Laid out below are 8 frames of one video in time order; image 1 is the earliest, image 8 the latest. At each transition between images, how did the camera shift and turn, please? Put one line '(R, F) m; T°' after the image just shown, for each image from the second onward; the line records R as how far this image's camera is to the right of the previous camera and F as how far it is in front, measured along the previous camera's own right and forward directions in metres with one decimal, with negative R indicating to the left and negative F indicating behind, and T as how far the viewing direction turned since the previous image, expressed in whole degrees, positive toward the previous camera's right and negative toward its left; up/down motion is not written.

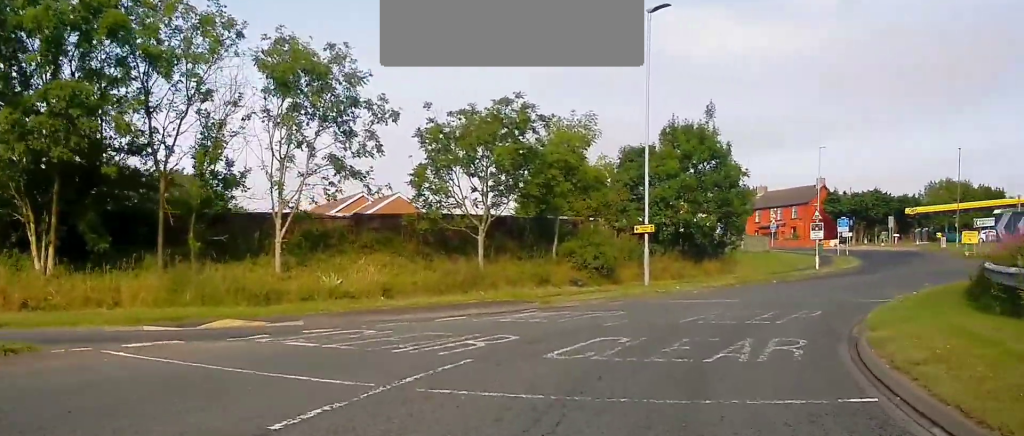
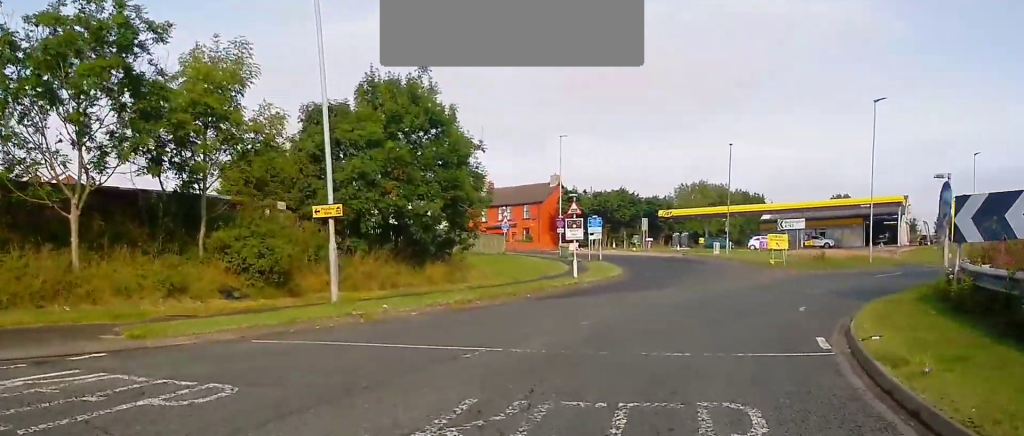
(+2.2, +10.4) m; +19°
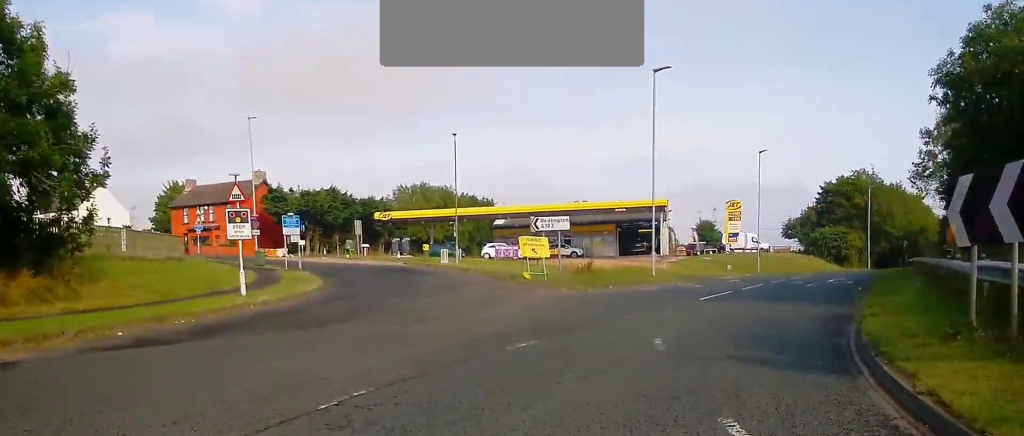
(+1.7, +11.0) m; +19°
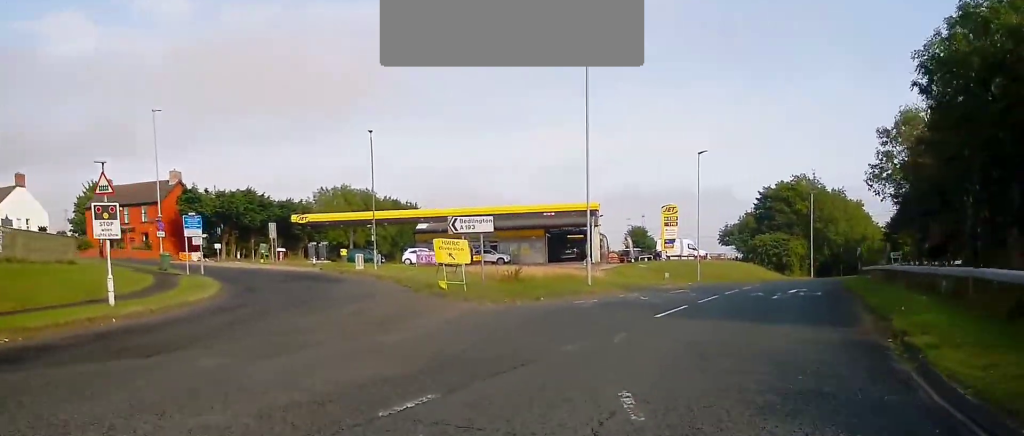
(+0.2, +4.1) m; +6°
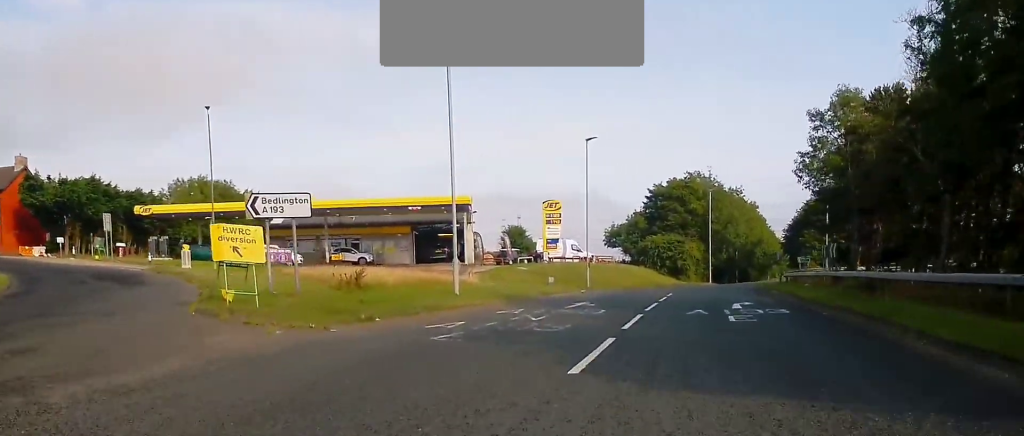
(+0.8, +8.3) m; +11°
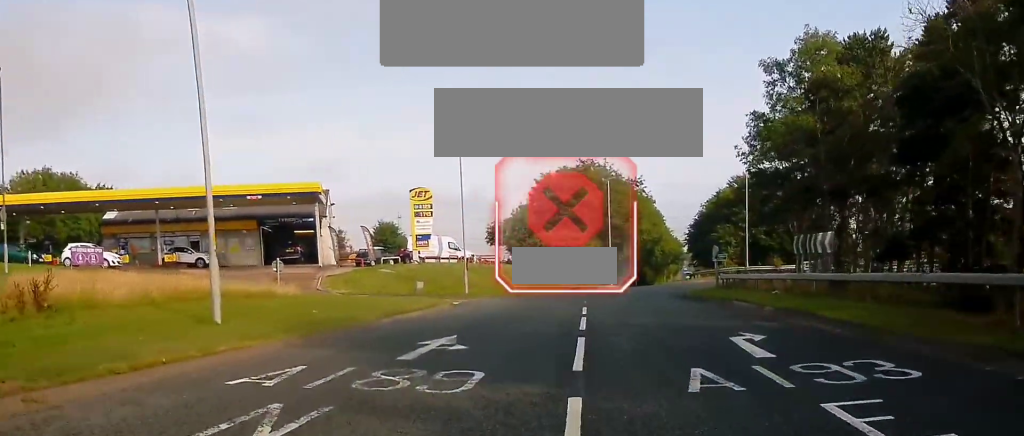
(+1.2, +11.1) m; +9°
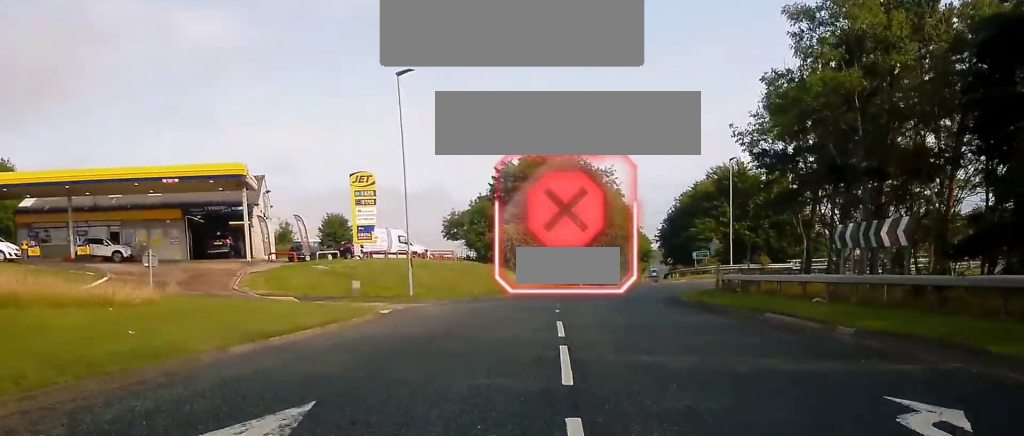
(+0.2, +6.9) m; +3°
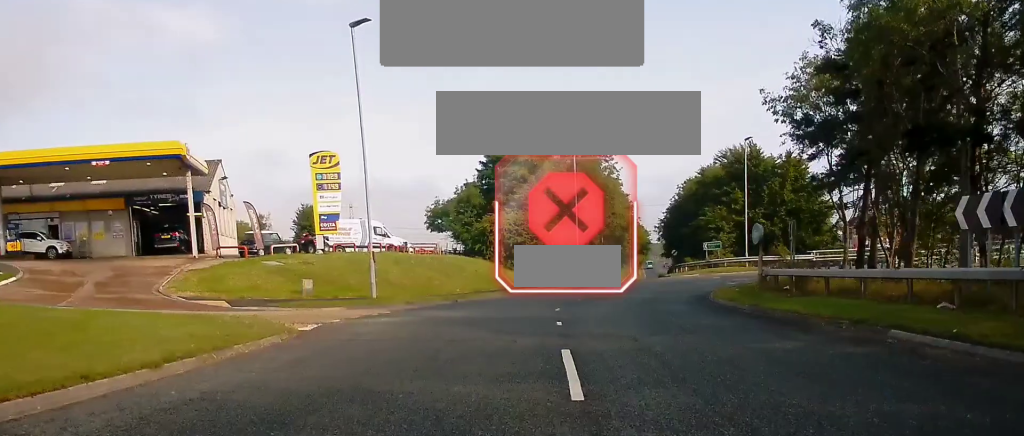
(+0.1, +6.8) m; +2°
